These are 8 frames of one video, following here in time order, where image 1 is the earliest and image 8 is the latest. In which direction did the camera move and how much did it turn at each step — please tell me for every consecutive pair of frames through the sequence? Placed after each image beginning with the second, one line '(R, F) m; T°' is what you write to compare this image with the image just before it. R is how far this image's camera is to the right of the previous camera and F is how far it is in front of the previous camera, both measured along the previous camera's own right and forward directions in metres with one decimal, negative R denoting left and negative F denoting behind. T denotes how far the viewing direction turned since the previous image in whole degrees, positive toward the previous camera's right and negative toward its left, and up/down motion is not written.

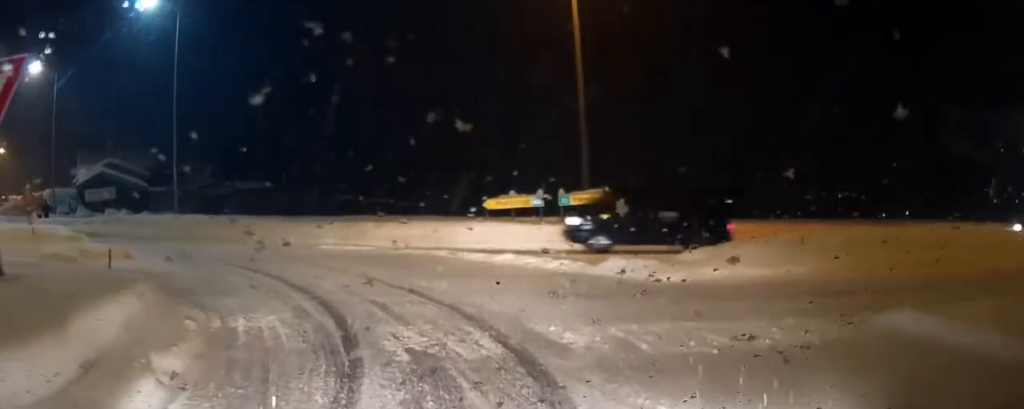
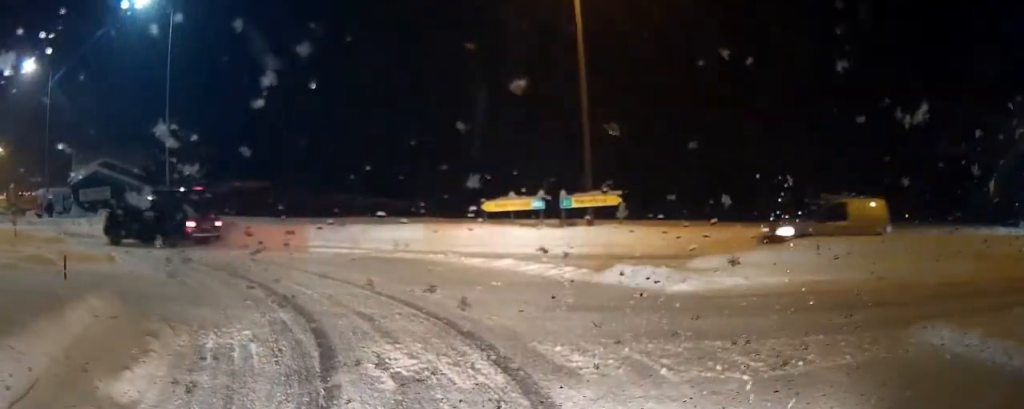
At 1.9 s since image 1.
(-0.3, +1.5) m; 0°
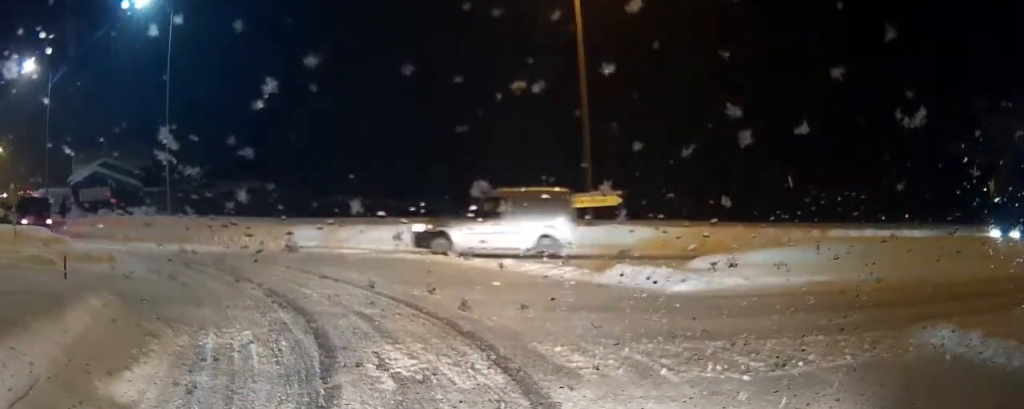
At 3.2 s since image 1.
(0.0, 0.0) m; 0°
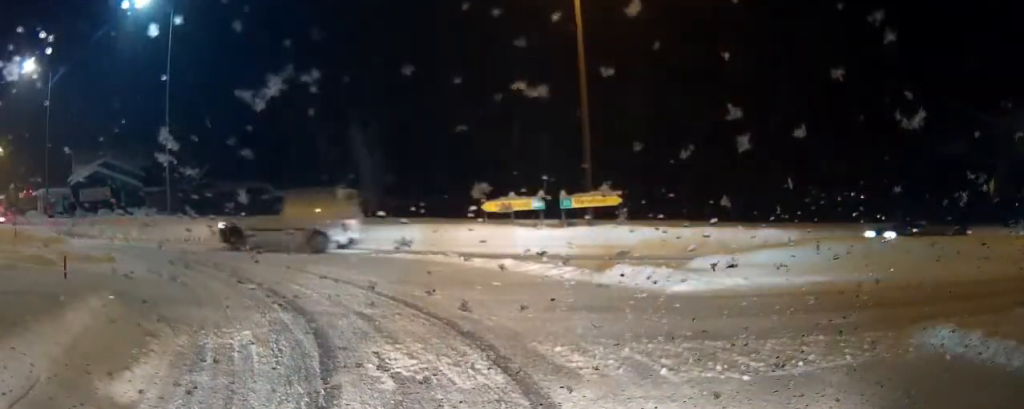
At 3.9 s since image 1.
(0.0, 0.0) m; 0°
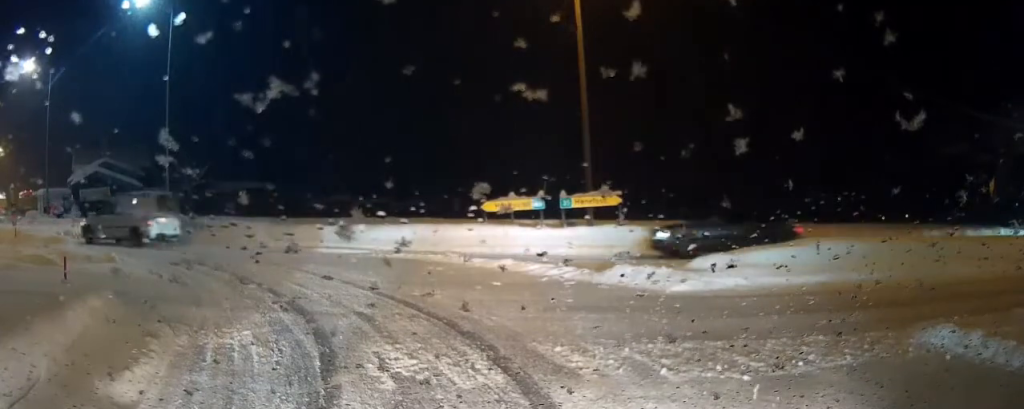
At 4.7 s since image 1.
(0.0, 0.0) m; 0°
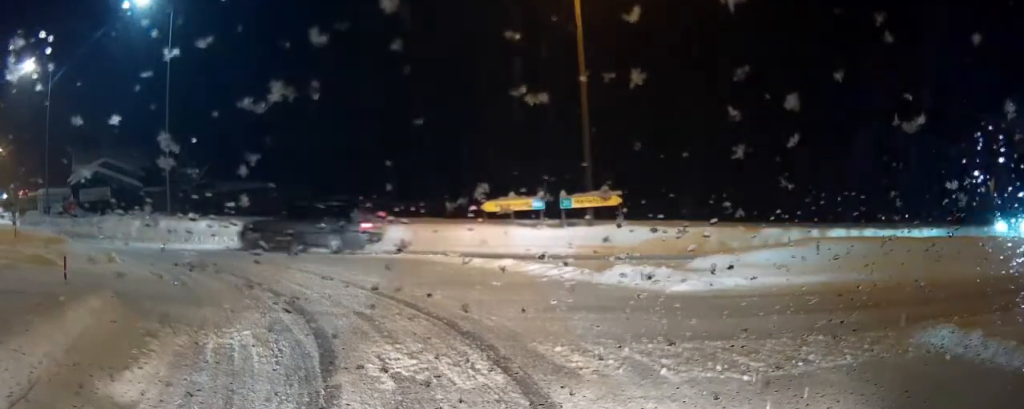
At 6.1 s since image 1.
(0.0, 0.0) m; 0°
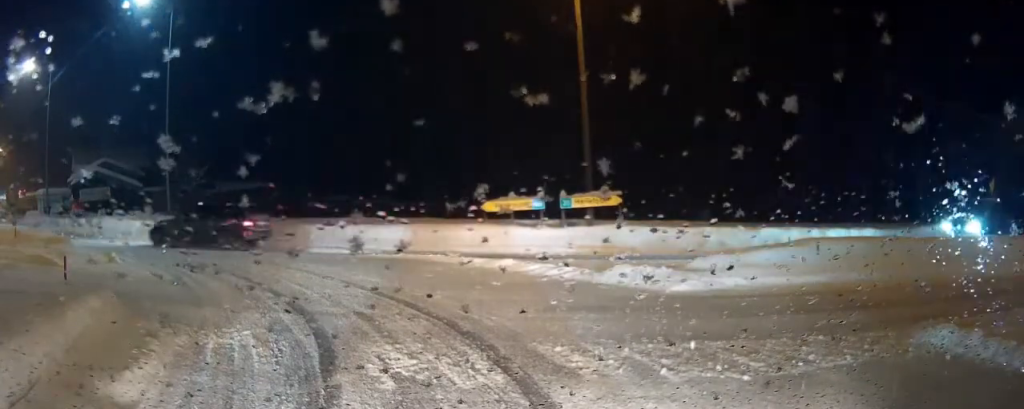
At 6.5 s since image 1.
(0.0, 0.0) m; 0°
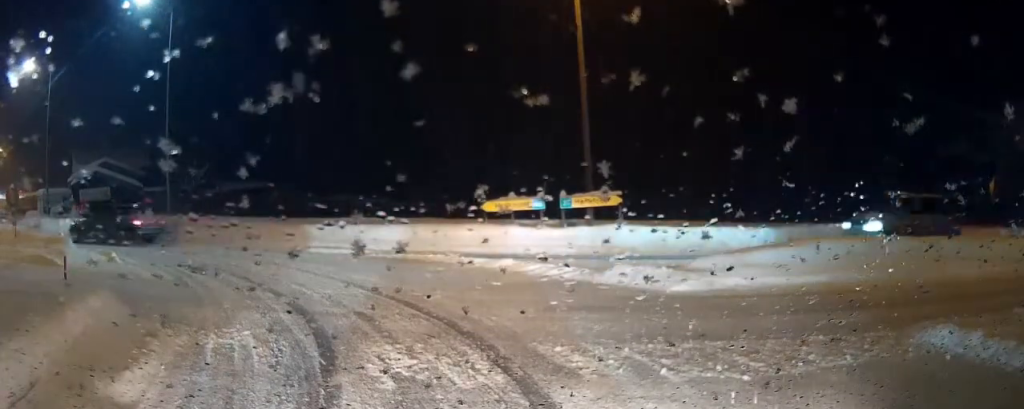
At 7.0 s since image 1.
(0.0, 0.0) m; 0°
